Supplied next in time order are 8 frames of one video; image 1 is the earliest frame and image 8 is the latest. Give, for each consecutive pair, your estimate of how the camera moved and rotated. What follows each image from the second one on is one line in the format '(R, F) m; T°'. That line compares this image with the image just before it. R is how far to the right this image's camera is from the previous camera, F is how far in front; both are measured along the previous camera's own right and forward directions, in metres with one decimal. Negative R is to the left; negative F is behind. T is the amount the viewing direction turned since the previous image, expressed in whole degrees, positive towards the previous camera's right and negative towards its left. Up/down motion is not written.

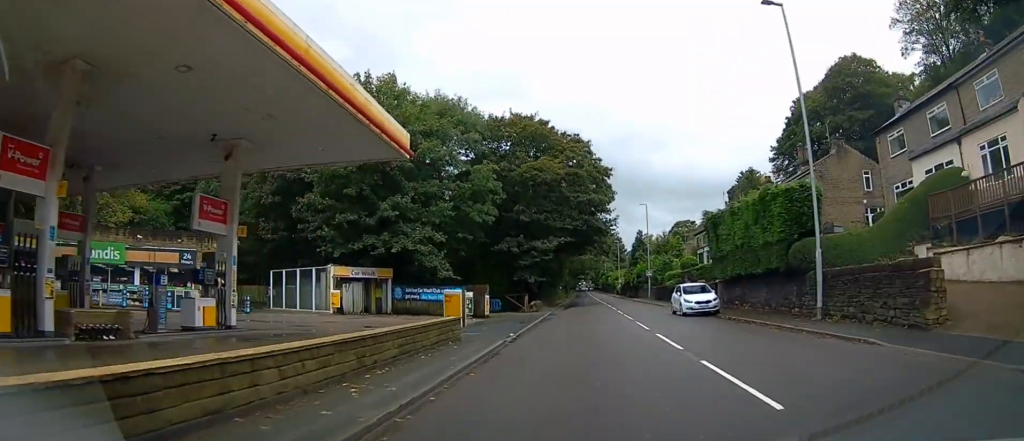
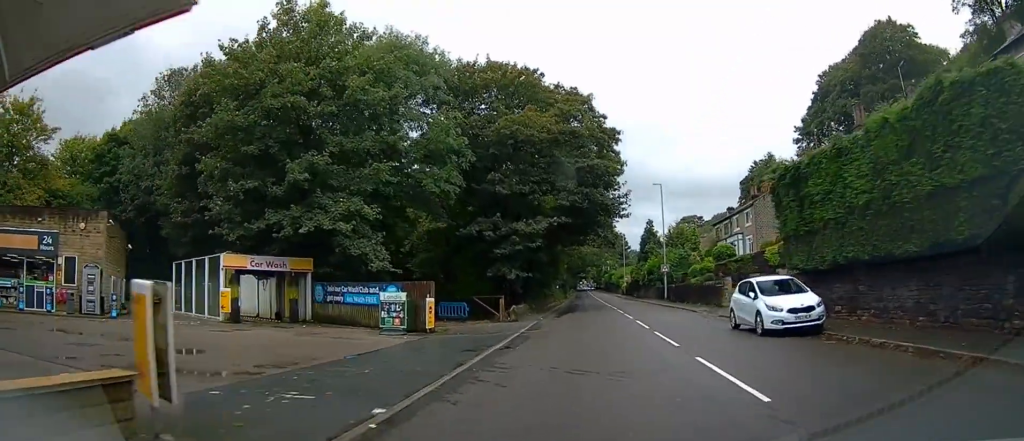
(-0.3, +11.1) m; -2°
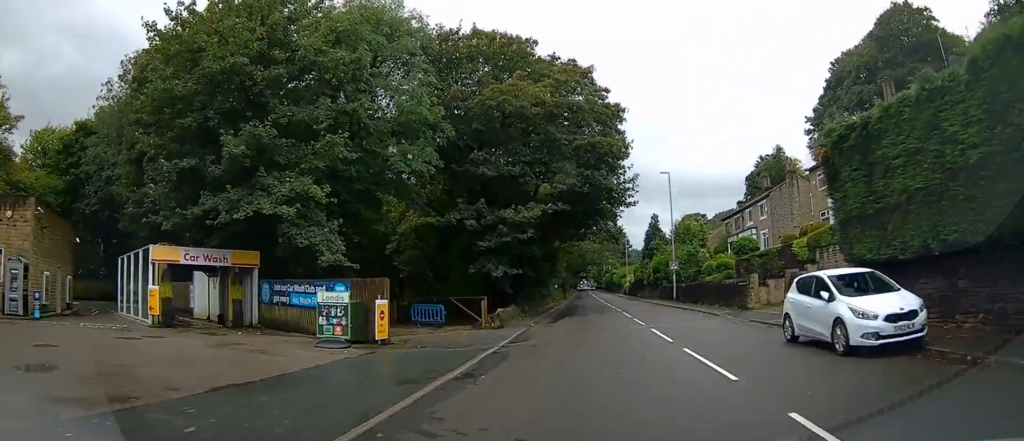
(-0.1, +4.9) m; 0°
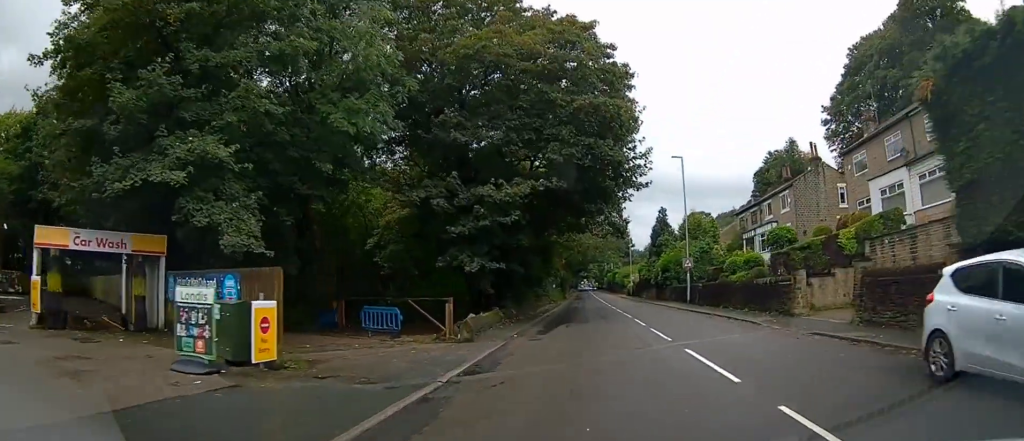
(-0.1, +5.8) m; 0°
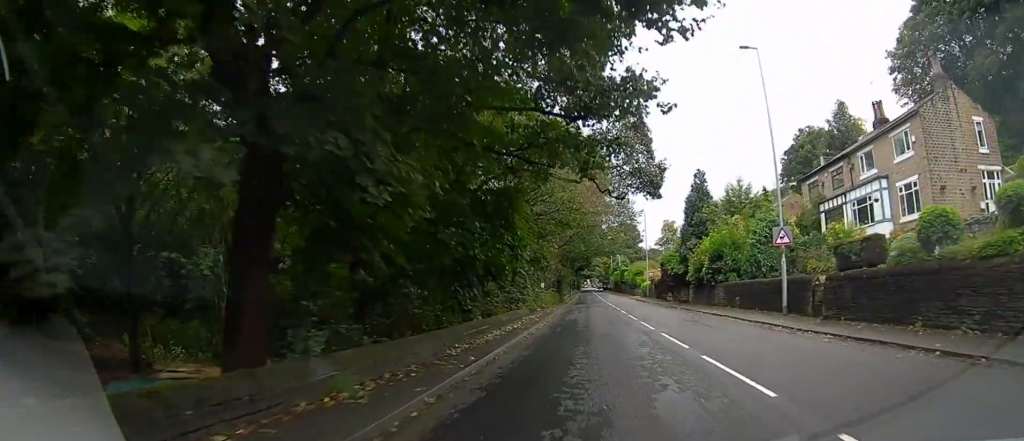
(+0.9, +18.9) m; +3°
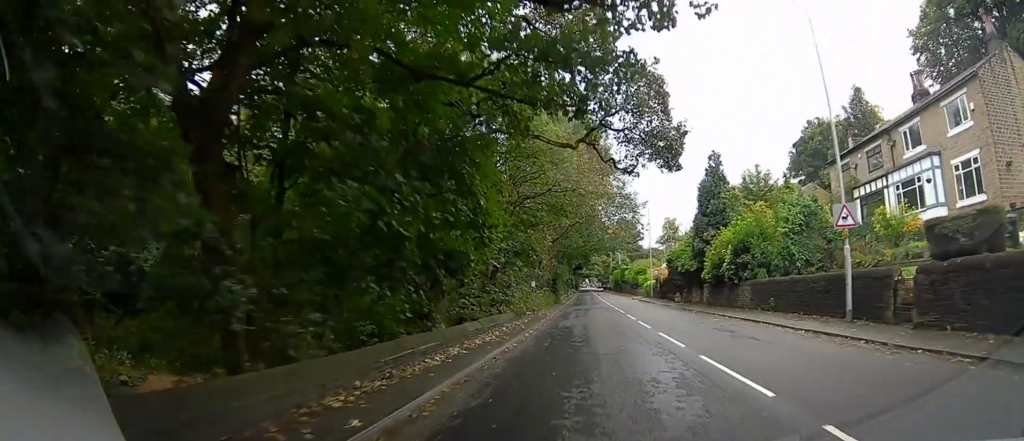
(+0.1, +5.5) m; 0°
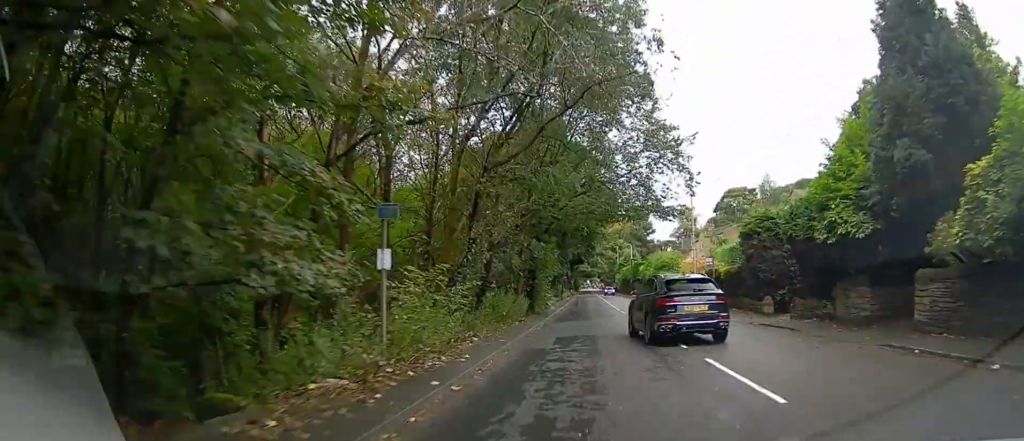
(-0.7, +23.5) m; -2°
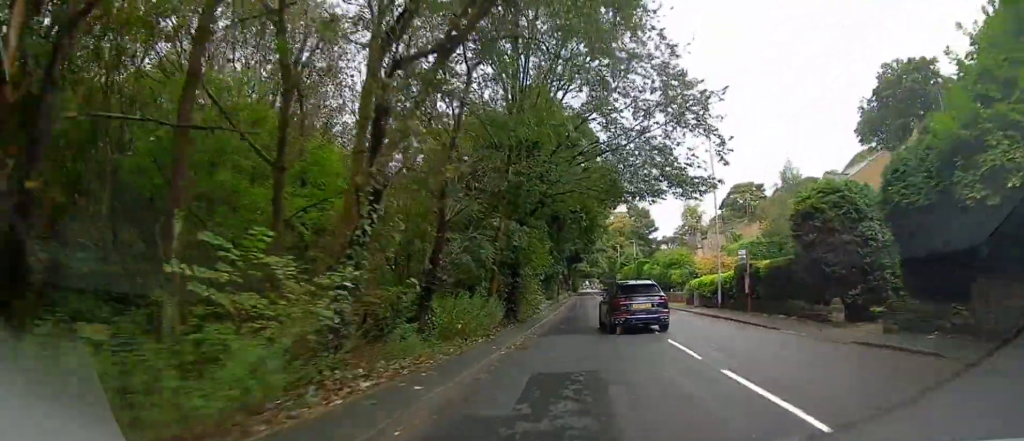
(0.0, +6.8) m; +1°
